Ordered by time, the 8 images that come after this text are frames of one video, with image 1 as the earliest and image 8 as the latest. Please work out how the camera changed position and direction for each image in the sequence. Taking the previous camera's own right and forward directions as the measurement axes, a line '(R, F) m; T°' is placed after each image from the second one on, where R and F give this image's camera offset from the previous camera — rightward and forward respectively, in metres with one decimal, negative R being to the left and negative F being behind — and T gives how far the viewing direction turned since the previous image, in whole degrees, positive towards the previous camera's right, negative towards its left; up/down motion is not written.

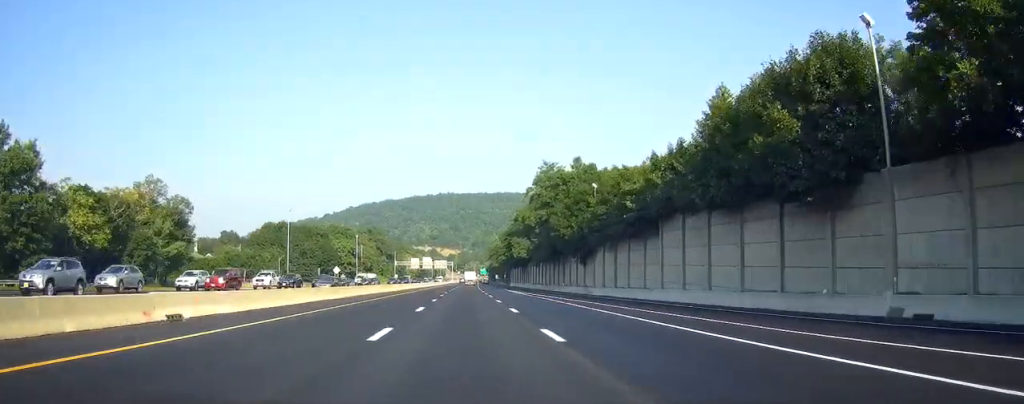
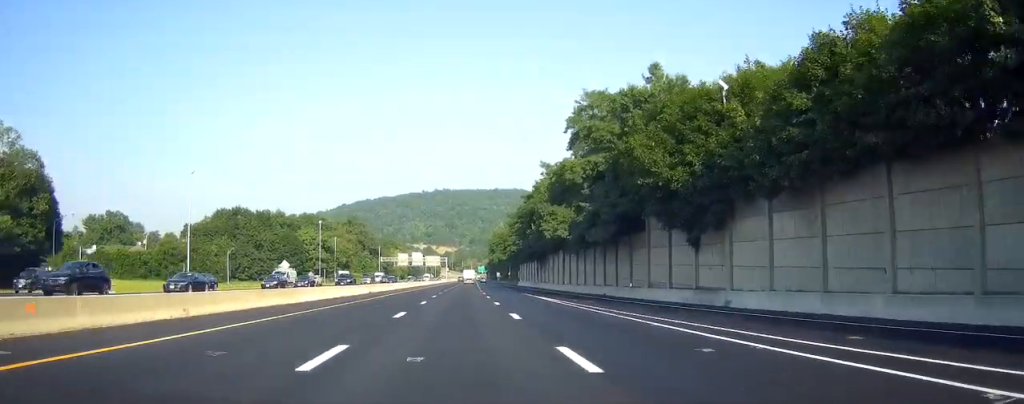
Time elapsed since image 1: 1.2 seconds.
(-0.1, +40.3) m; 0°
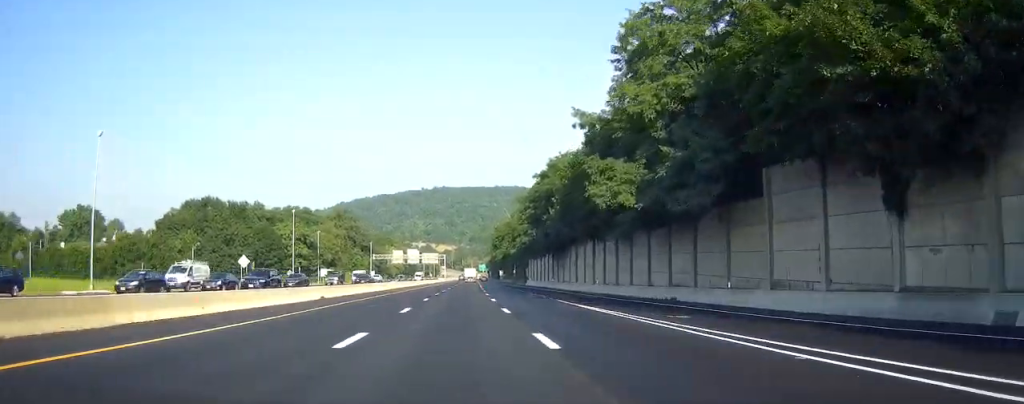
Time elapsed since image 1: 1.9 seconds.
(0.0, +20.8) m; 0°
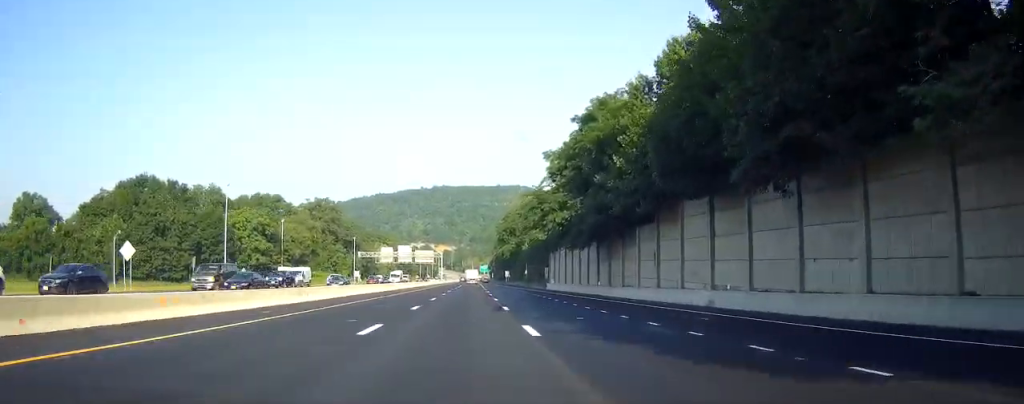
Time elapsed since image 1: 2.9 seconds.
(+0.1, +33.0) m; 0°
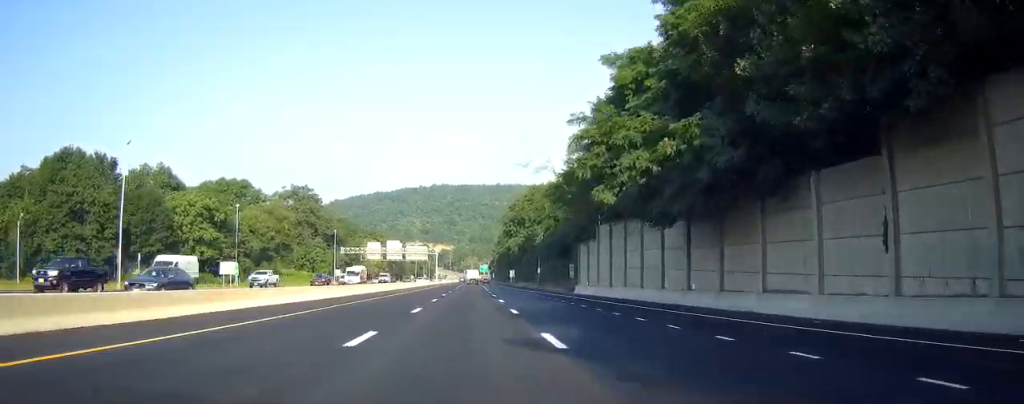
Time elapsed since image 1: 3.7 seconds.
(0.0, +26.5) m; 0°
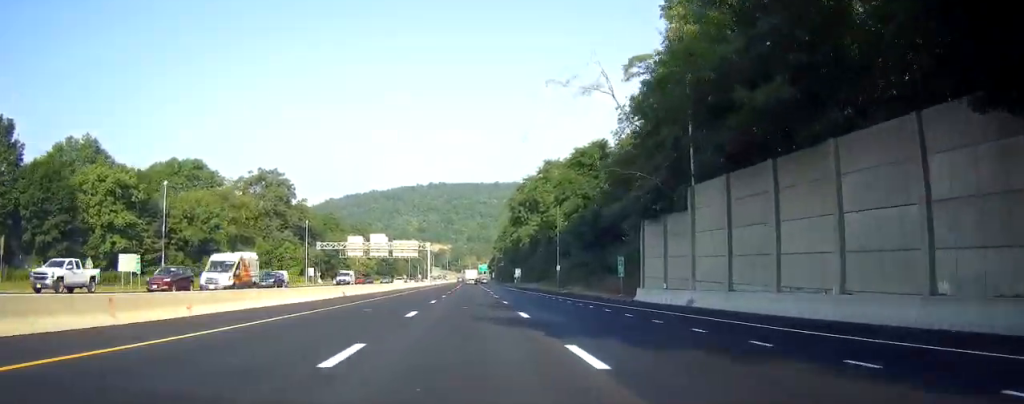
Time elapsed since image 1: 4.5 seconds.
(0.0, +26.6) m; 0°
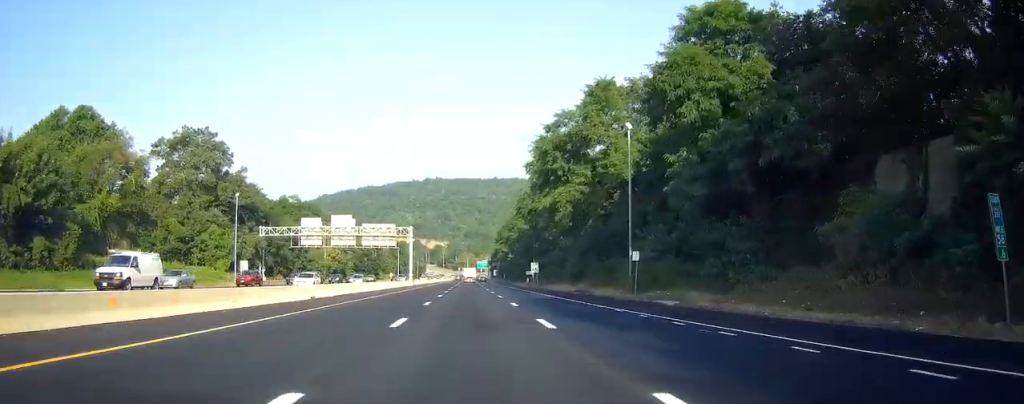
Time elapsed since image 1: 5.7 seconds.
(0.0, +41.1) m; 0°
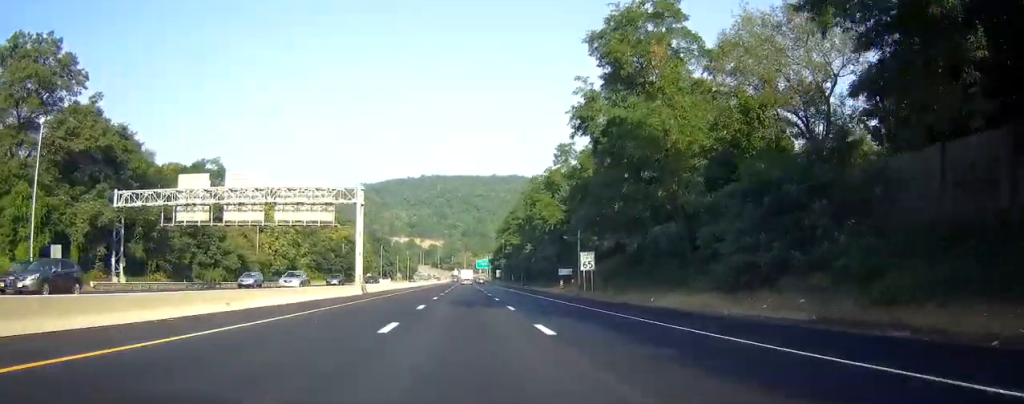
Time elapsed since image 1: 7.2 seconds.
(+0.1, +48.9) m; 0°
